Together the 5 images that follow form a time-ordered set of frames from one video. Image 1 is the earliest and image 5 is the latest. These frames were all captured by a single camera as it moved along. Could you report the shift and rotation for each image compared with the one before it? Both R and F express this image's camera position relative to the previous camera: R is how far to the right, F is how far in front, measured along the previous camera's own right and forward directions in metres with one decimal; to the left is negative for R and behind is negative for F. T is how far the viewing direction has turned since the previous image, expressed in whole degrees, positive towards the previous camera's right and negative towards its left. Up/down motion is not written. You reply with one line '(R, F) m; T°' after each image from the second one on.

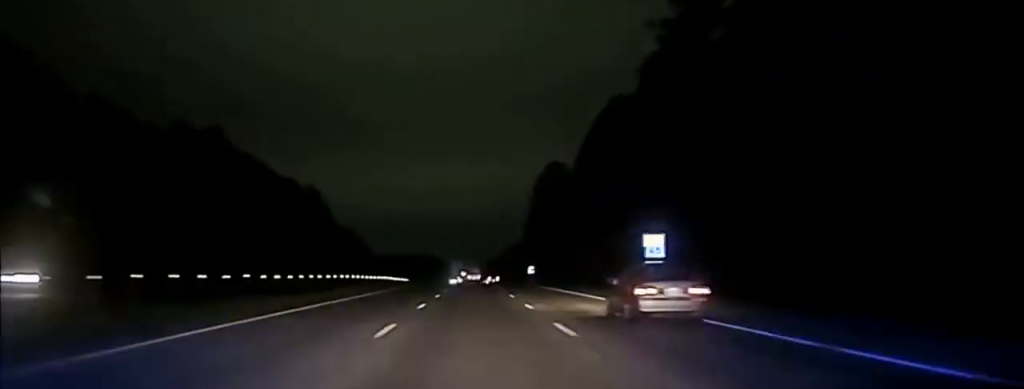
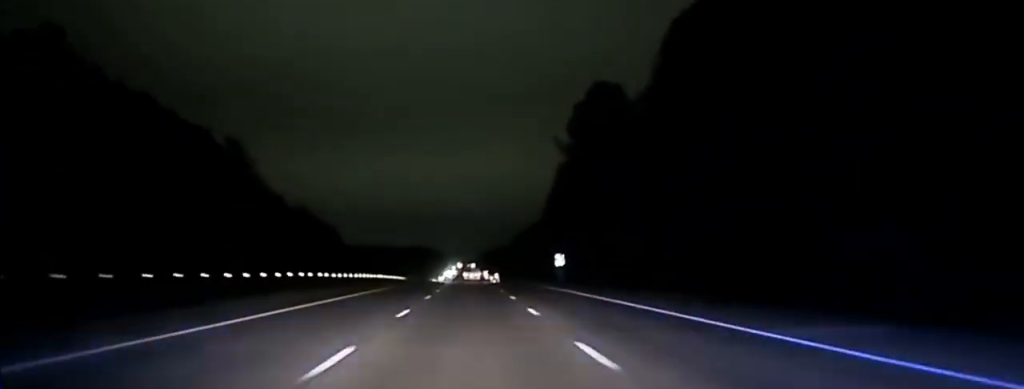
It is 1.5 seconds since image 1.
(+0.1, +74.7) m; 0°
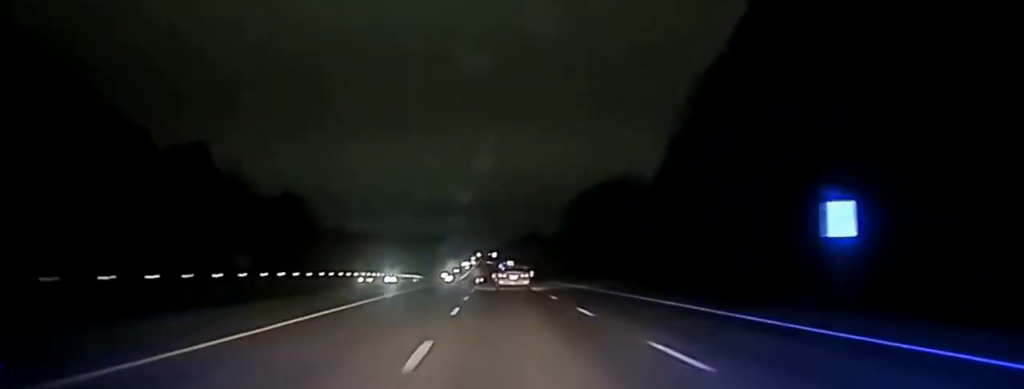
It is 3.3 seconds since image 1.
(-0.8, +86.7) m; -1°
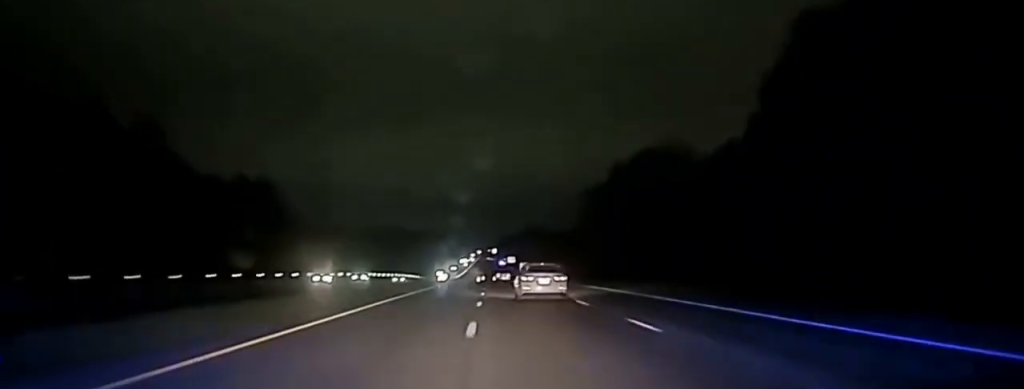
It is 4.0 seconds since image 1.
(-0.1, +29.1) m; 0°
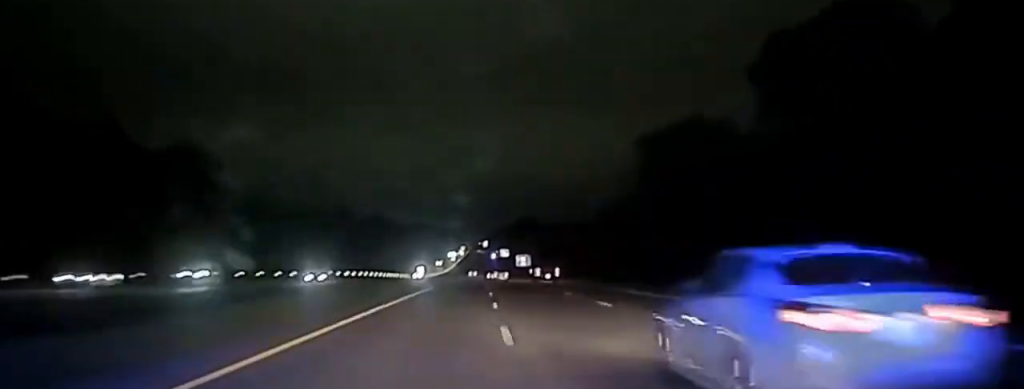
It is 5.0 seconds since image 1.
(-0.1, +45.0) m; 0°
